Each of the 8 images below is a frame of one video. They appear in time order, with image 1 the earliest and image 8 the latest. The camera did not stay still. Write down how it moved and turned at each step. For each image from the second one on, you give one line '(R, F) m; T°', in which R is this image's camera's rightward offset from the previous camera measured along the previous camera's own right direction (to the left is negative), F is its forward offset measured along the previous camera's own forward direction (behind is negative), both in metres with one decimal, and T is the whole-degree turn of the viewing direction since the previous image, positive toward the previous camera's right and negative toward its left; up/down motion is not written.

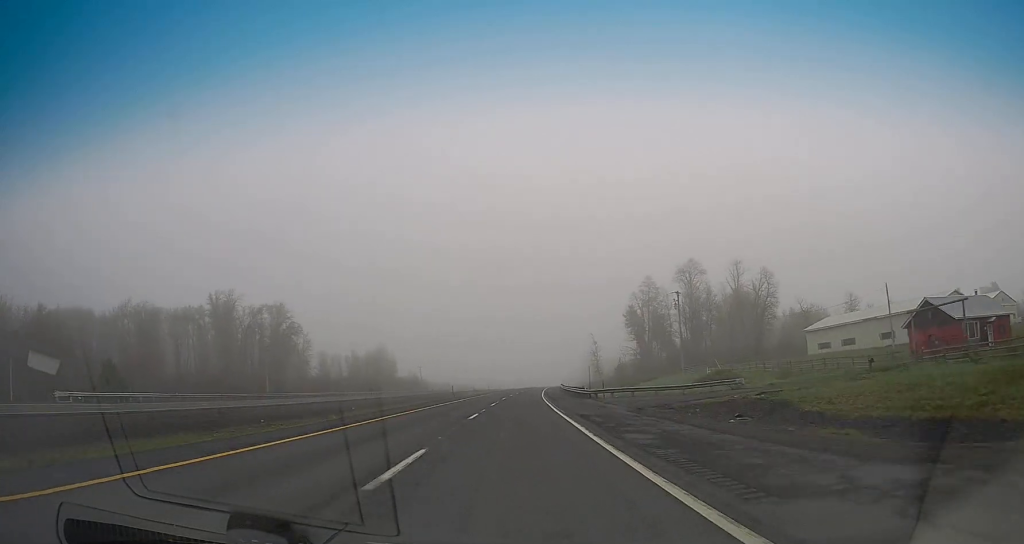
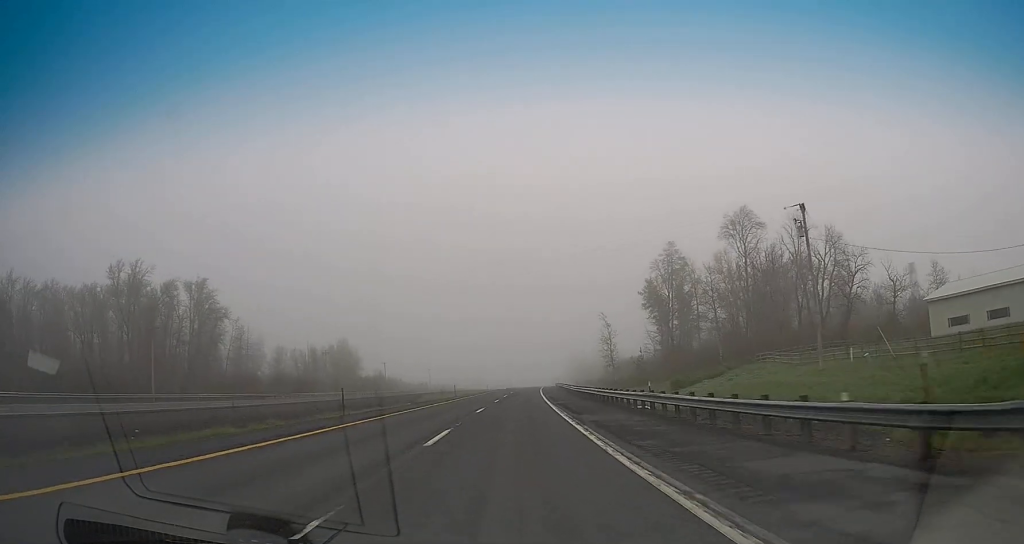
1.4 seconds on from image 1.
(-0.2, +41.7) m; +1°
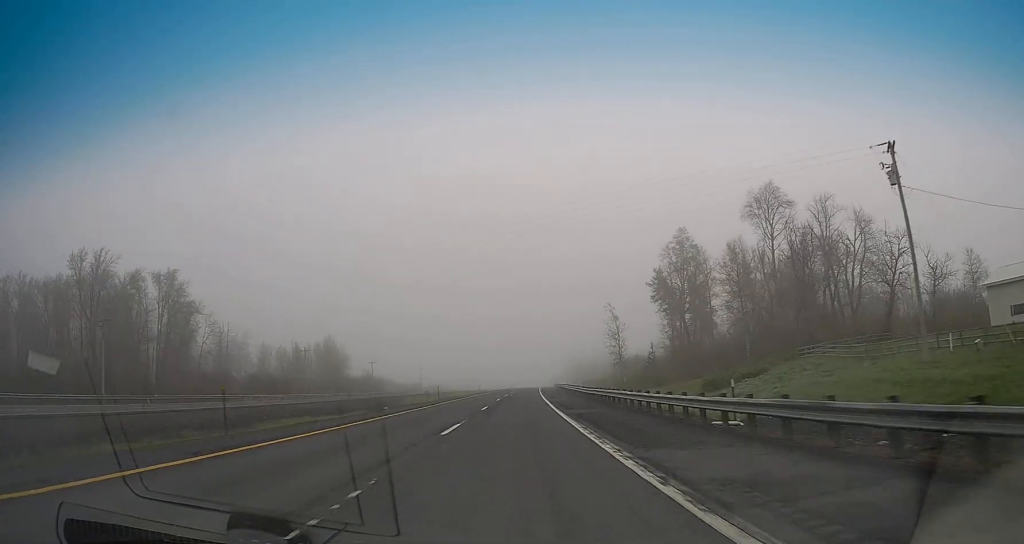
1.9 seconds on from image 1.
(+0.2, +12.6) m; +1°
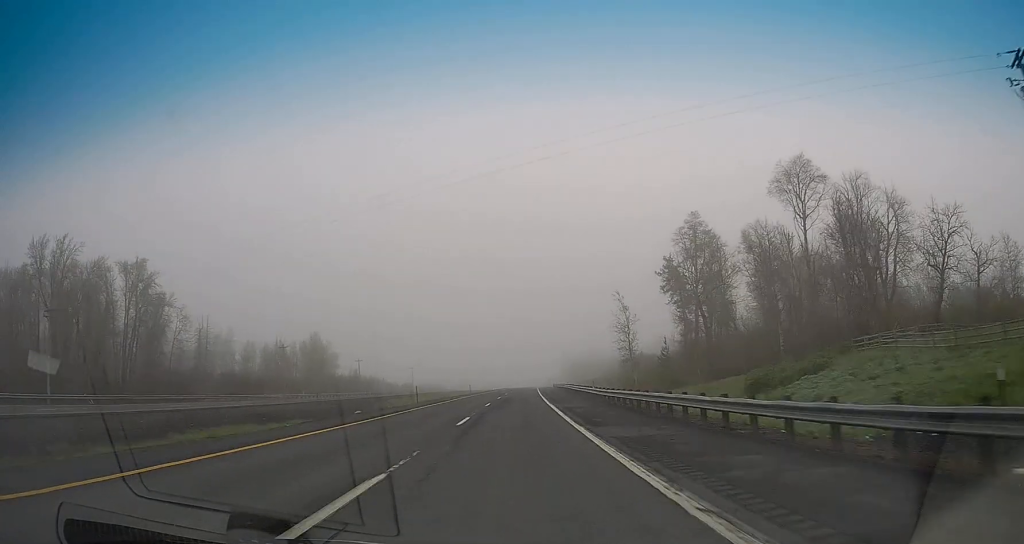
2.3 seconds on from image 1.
(+0.2, +11.6) m; +1°
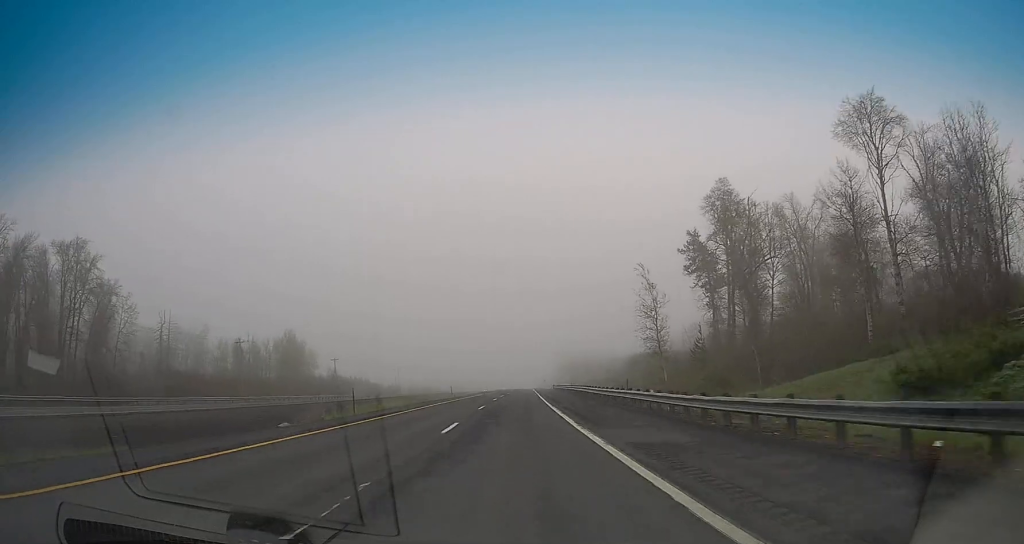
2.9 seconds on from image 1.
(+0.2, +19.4) m; +1°
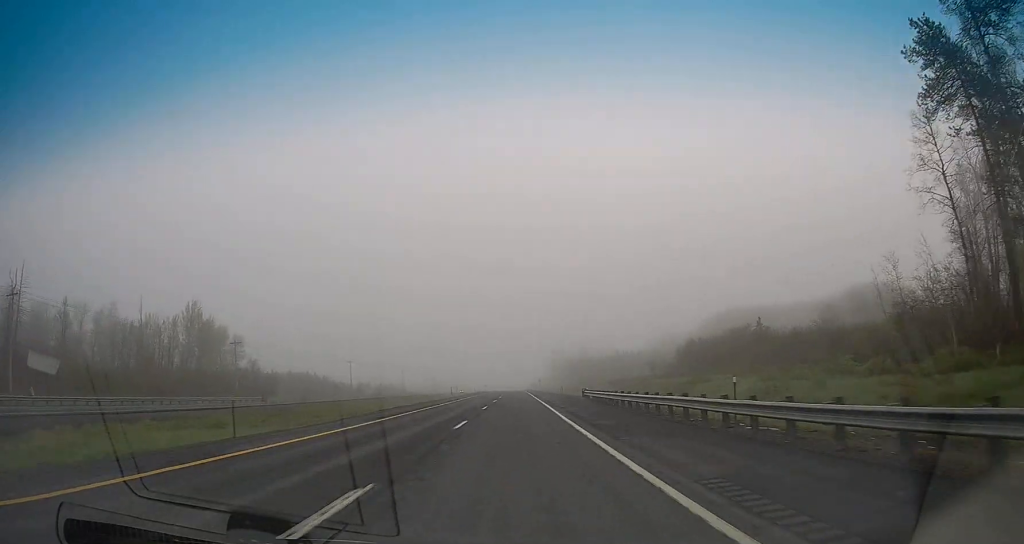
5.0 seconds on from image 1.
(+0.6, +59.1) m; +2°
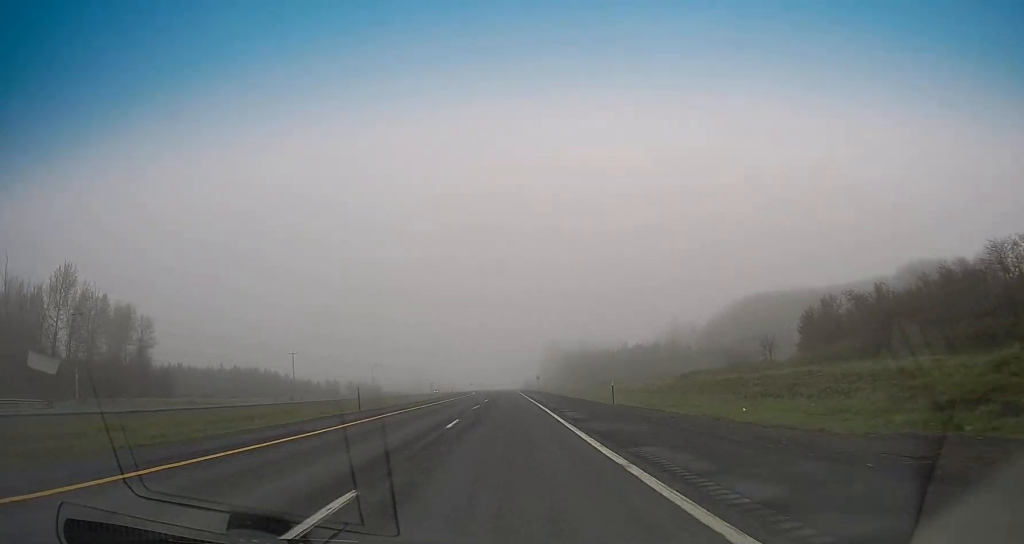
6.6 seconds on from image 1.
(+0.4, +46.5) m; 0°
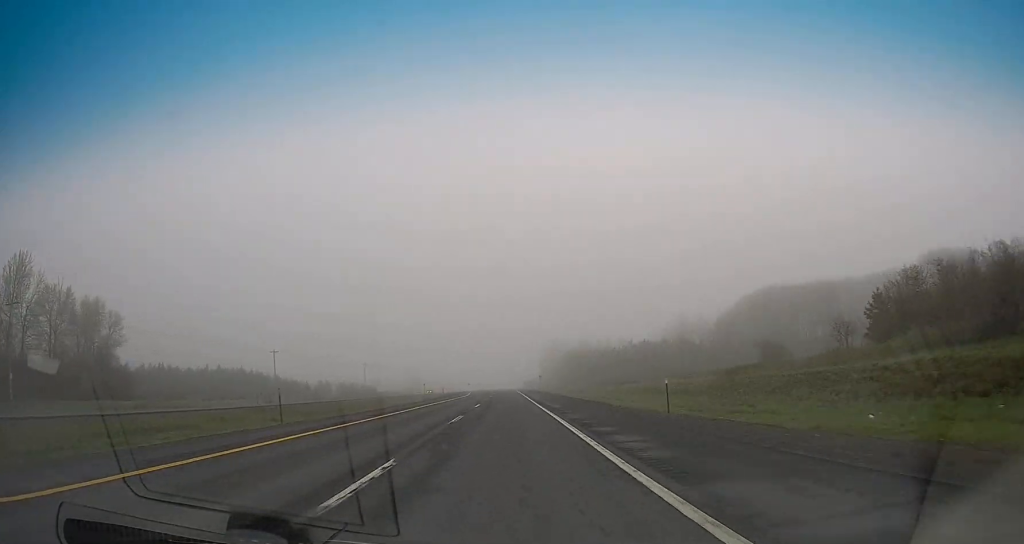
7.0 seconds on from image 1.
(+0.1, +12.5) m; +1°
